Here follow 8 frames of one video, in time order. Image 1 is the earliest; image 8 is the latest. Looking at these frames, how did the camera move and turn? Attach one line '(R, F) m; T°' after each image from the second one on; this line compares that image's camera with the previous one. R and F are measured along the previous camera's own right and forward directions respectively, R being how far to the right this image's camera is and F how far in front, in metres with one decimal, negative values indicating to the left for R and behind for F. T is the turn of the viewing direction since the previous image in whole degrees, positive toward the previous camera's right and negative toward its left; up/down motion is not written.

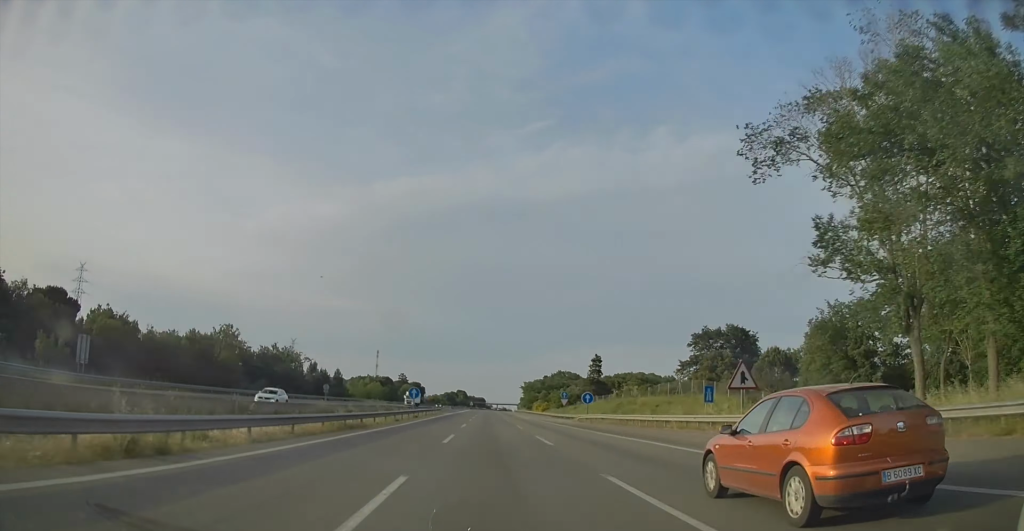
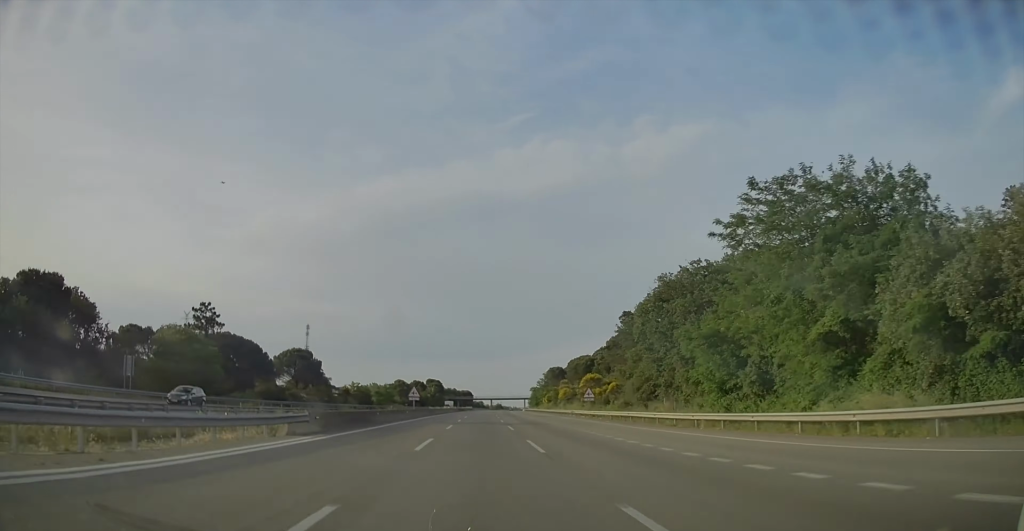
(+1.0, +203.9) m; +2°
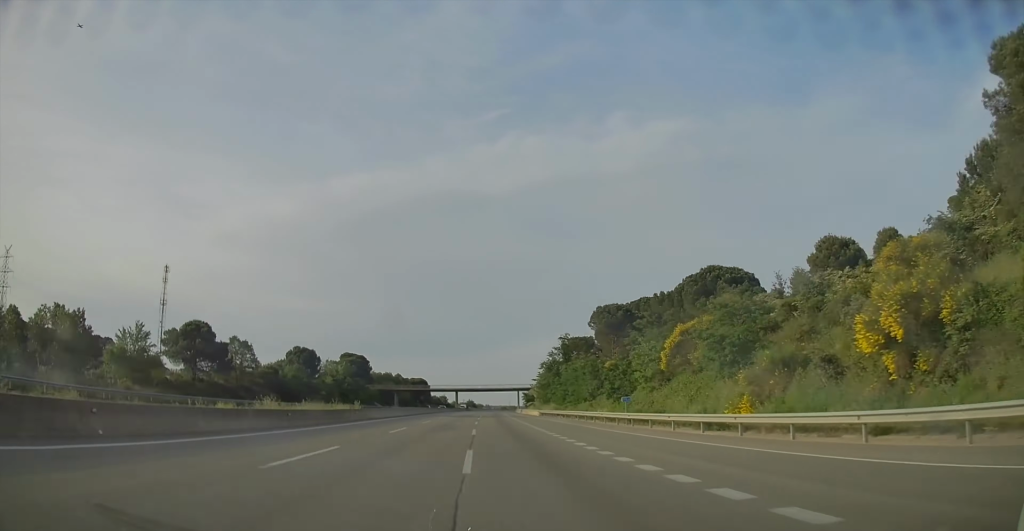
(-1.0, +157.2) m; +2°
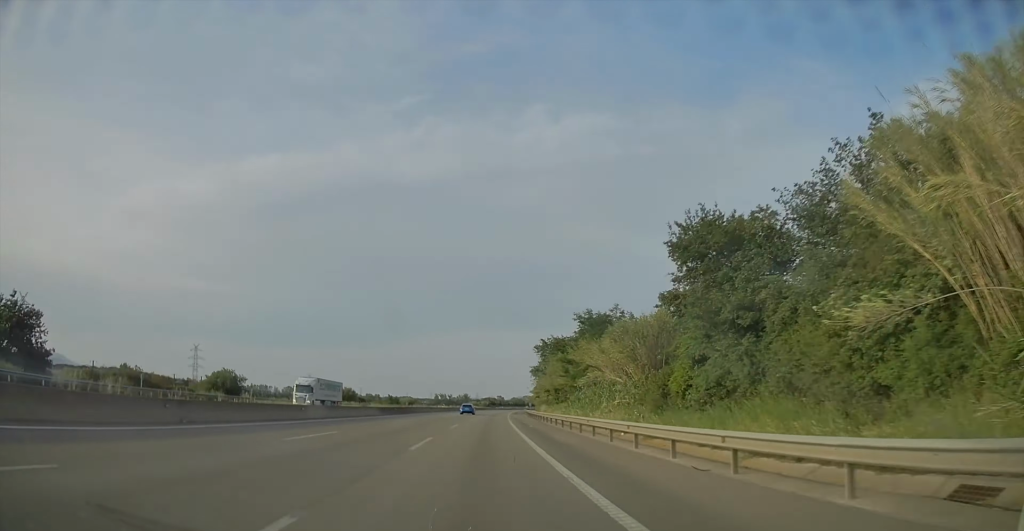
(+28.7, +355.7) m; +9°
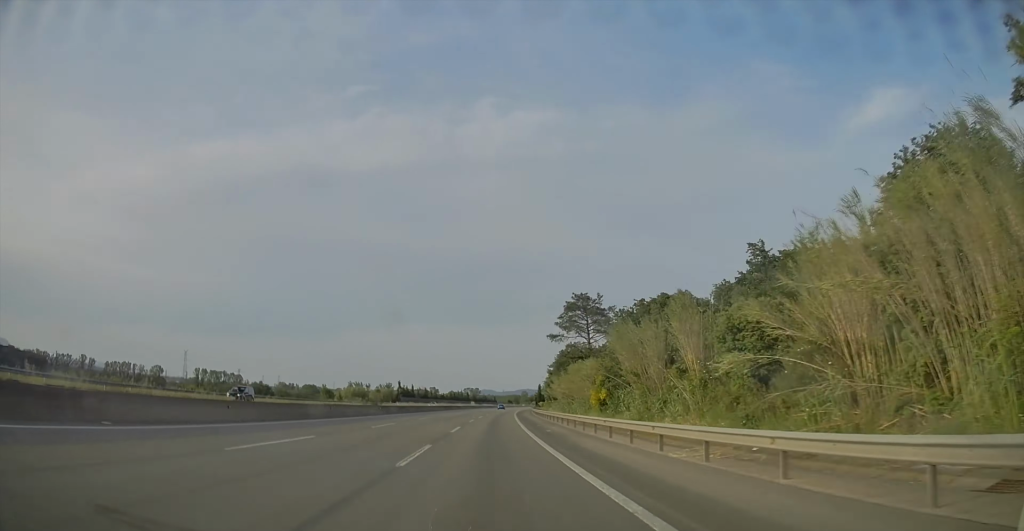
(+6.3, +198.5) m; +5°
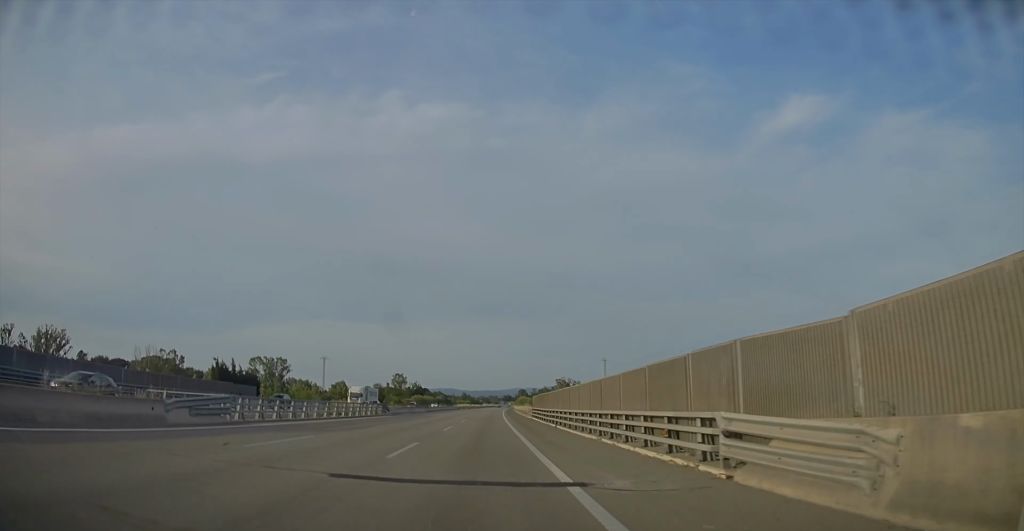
(+35.0, +403.1) m; +7°
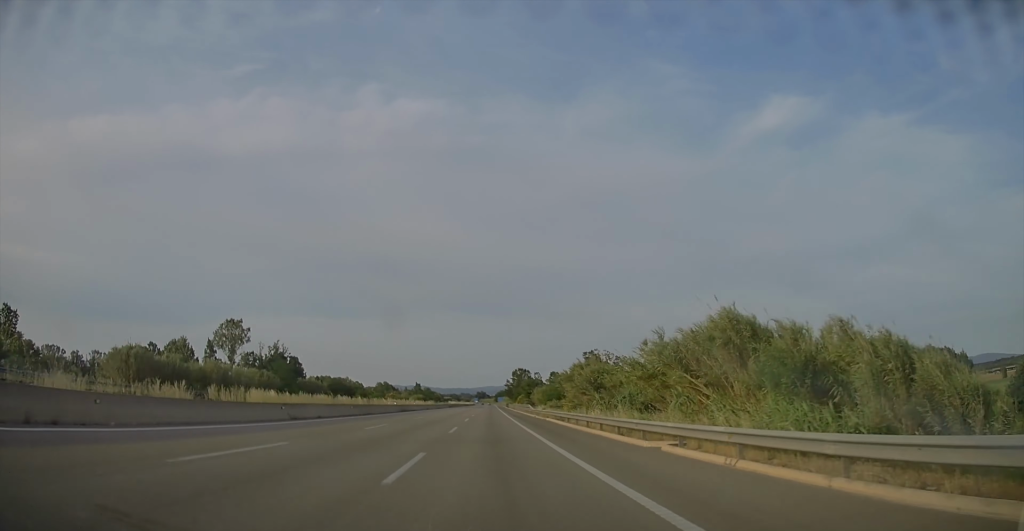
(+4.7, +212.8) m; +2°
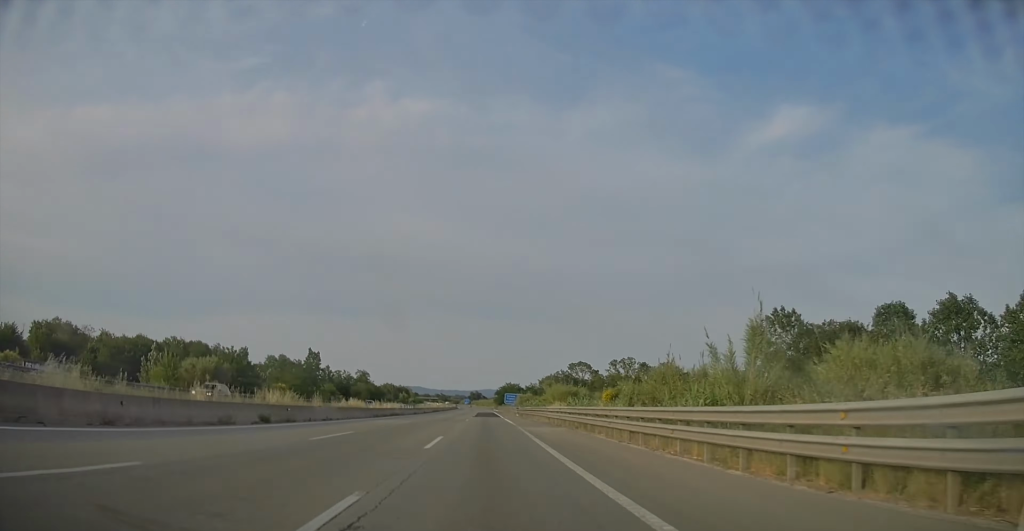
(+2.7, +239.7) m; 0°
